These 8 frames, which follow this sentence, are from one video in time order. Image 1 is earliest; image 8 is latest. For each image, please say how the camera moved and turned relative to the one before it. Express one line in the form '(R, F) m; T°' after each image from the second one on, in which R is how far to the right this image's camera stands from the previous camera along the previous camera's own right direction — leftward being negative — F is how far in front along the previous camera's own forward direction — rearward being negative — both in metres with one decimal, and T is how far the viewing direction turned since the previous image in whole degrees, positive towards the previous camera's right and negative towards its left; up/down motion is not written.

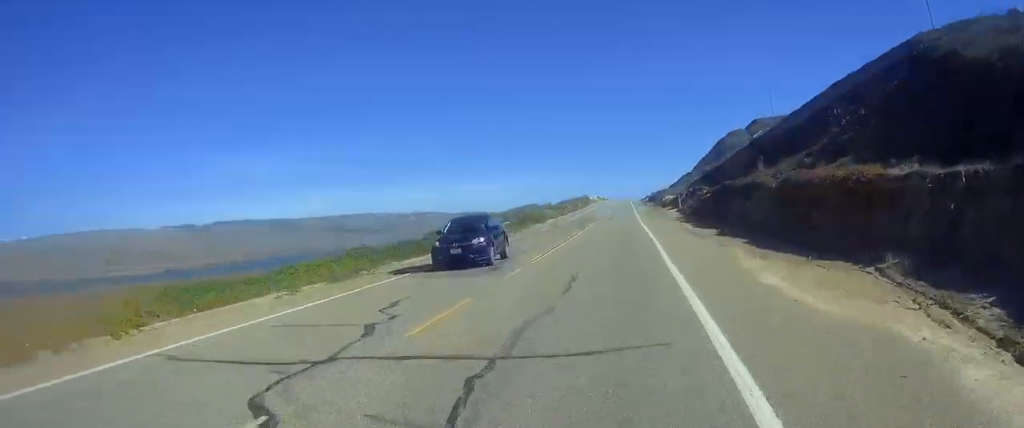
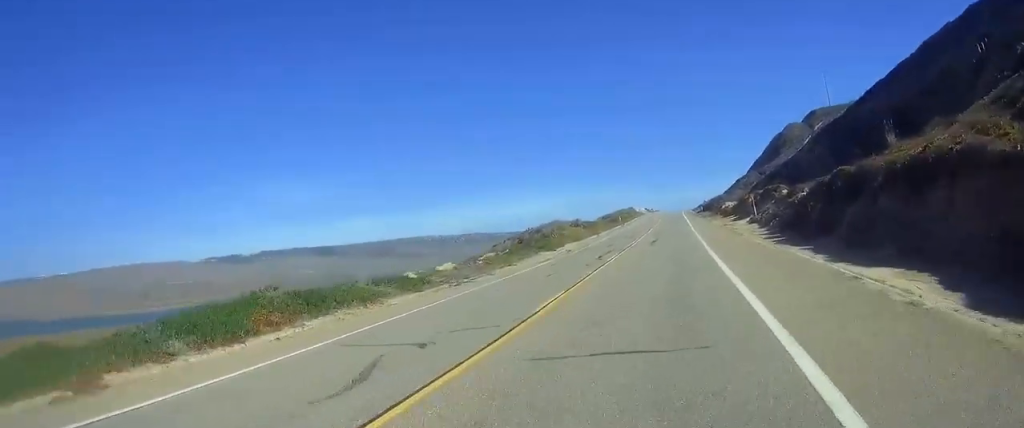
(0.0, +24.8) m; -1°
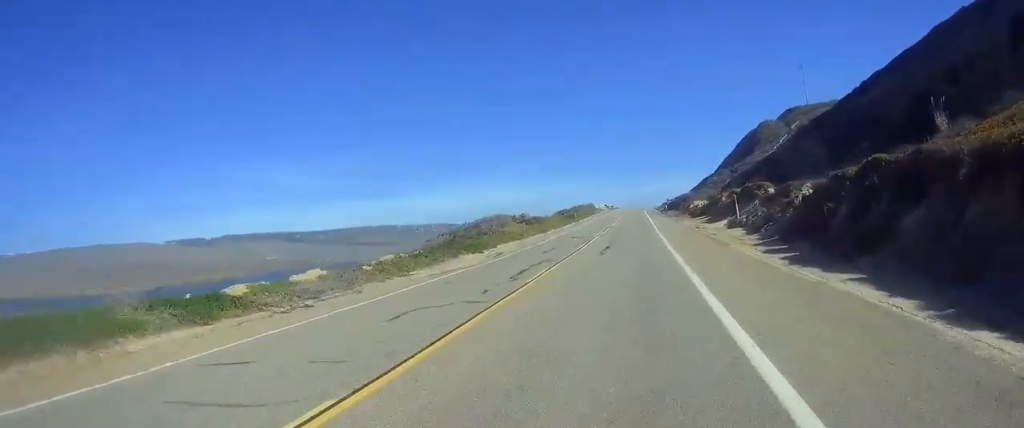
(-0.1, +10.1) m; 0°
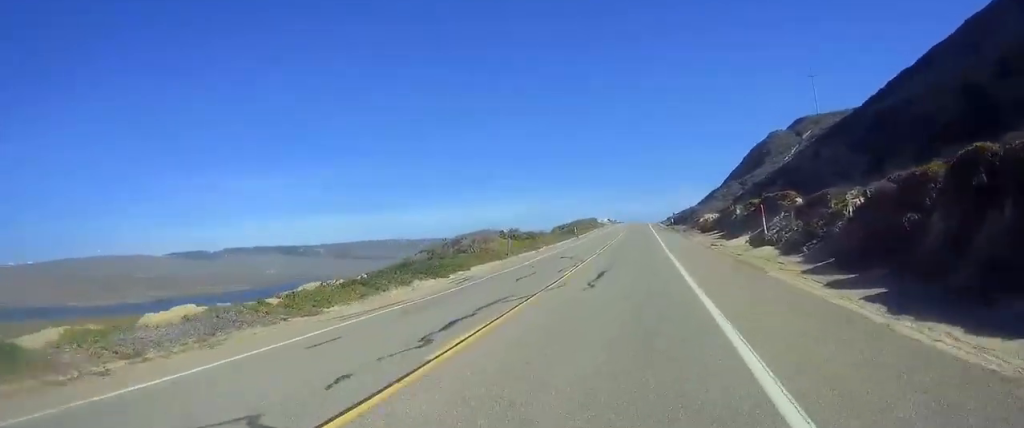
(0.0, +7.9) m; 0°
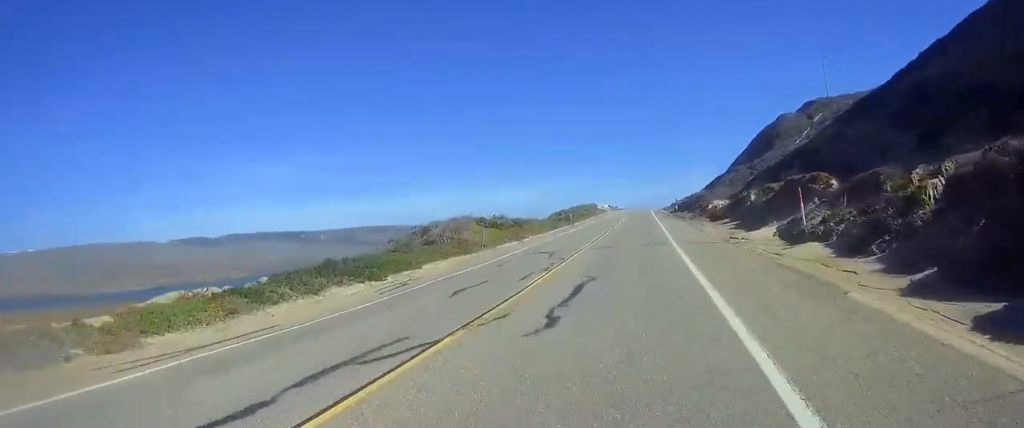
(0.0, +8.0) m; 0°
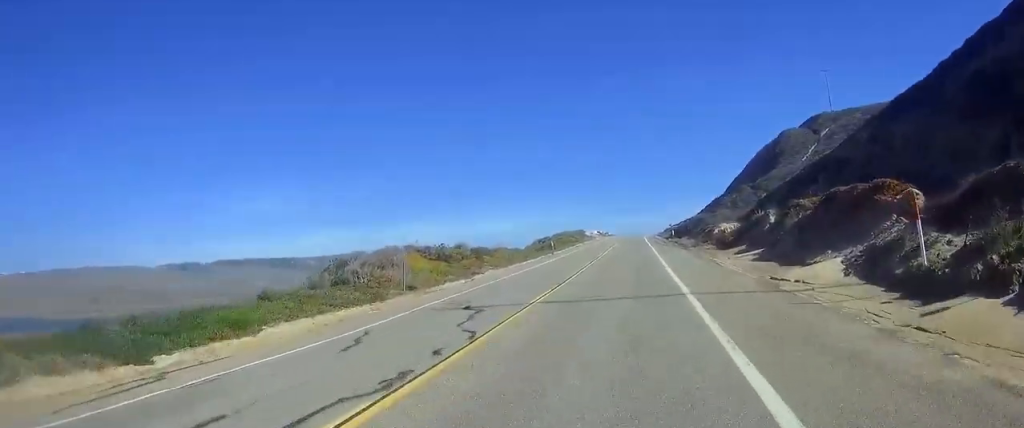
(0.0, +12.0) m; 0°
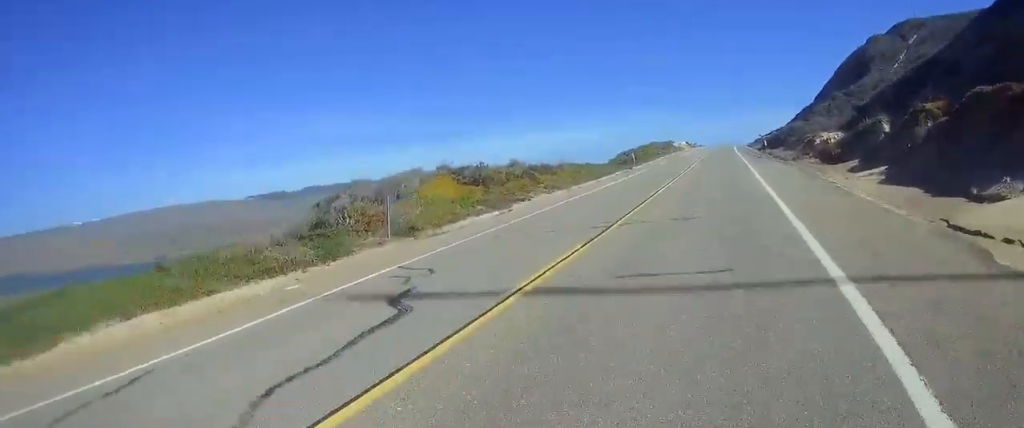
(0.0, +9.2) m; 0°
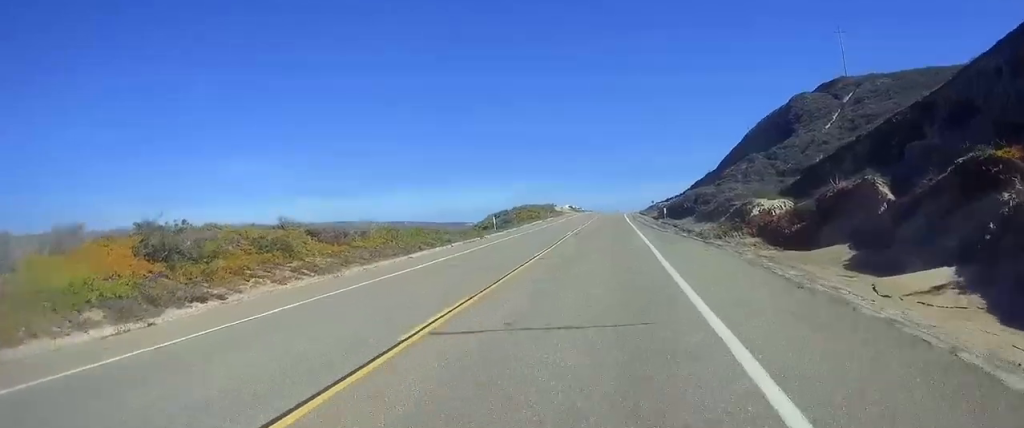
(0.0, +14.9) m; 0°
